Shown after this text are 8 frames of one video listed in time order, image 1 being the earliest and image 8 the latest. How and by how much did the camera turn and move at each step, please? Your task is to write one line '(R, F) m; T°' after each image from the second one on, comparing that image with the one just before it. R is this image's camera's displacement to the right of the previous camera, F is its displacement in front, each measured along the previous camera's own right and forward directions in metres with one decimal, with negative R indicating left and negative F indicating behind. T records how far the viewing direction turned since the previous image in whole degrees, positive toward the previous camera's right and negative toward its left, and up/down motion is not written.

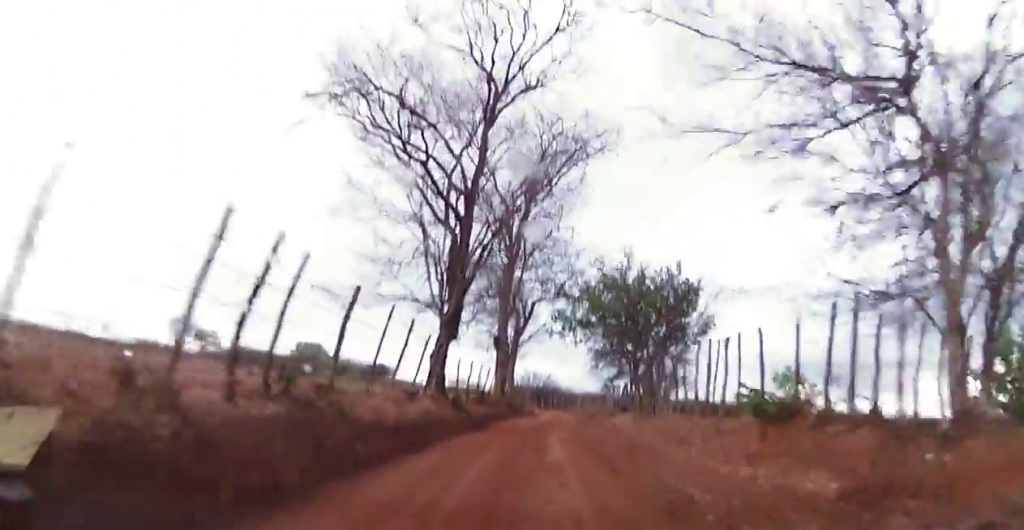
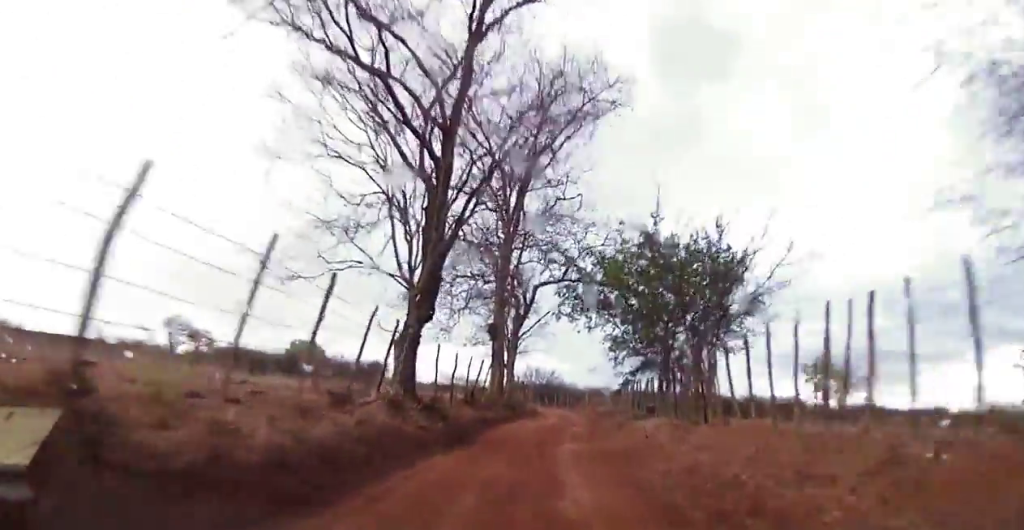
(-0.1, +5.4) m; 0°
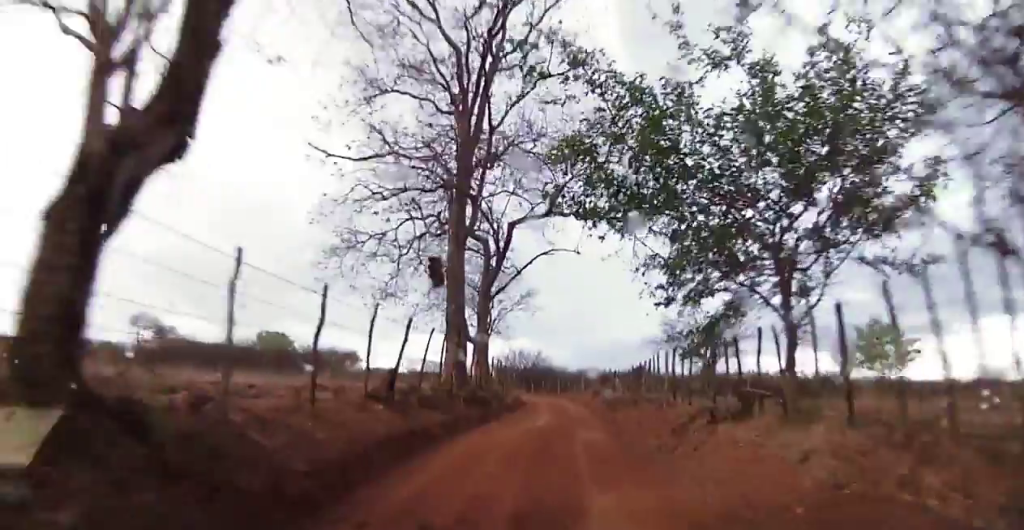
(+0.2, +10.8) m; 0°
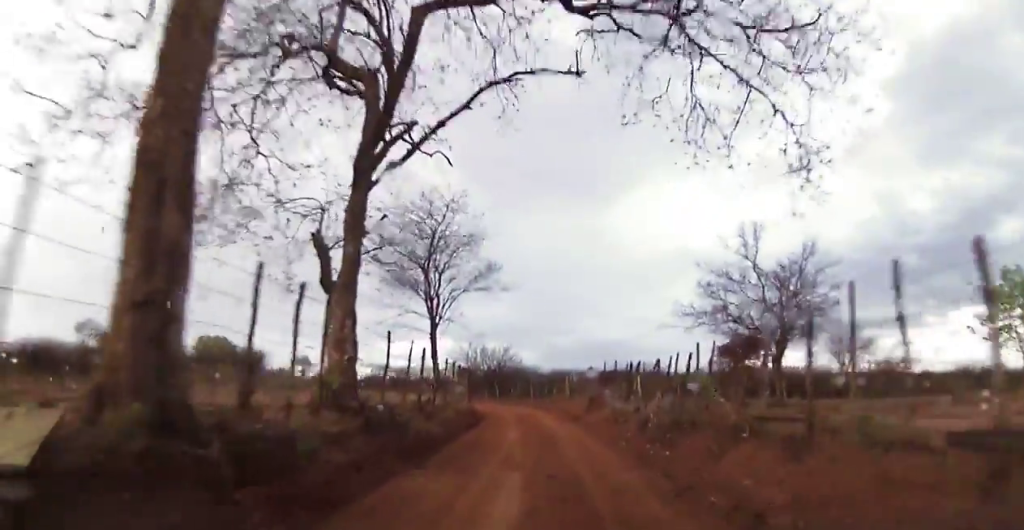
(-0.1, +15.0) m; +2°
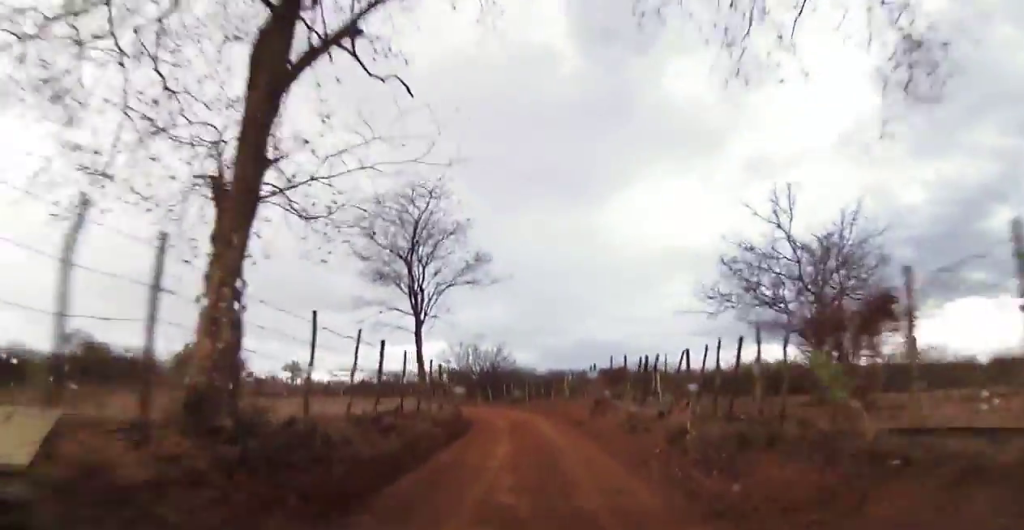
(+0.1, +3.9) m; +1°
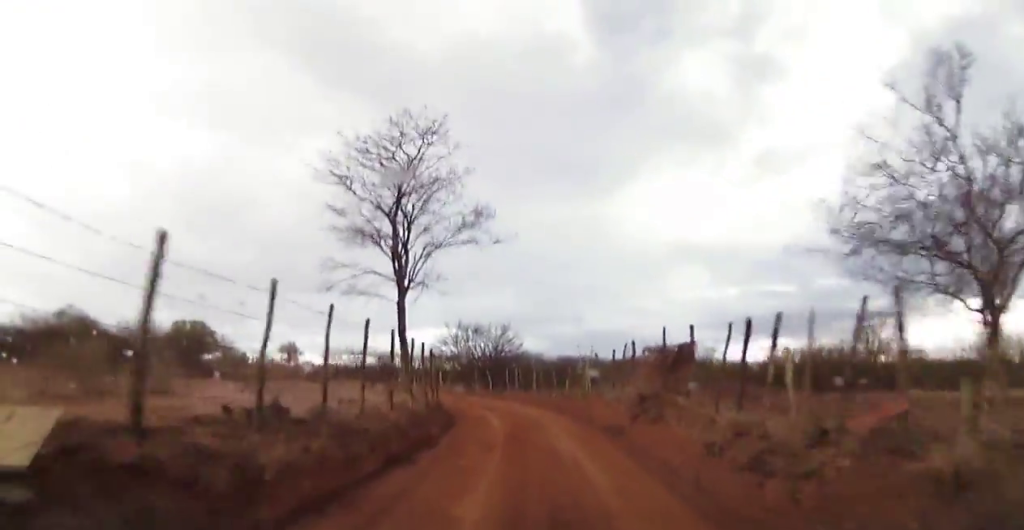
(+0.1, +8.2) m; +3°
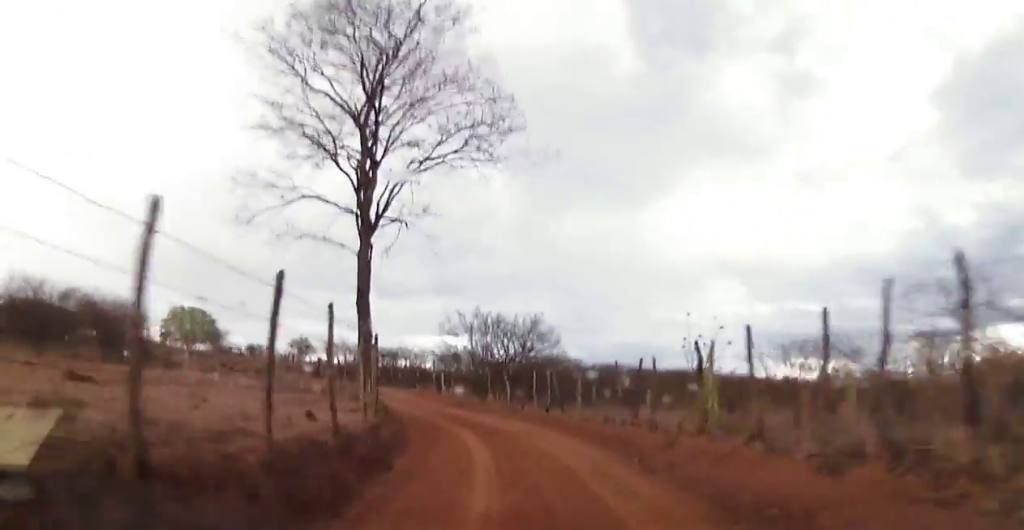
(+0.2, +13.7) m; -3°
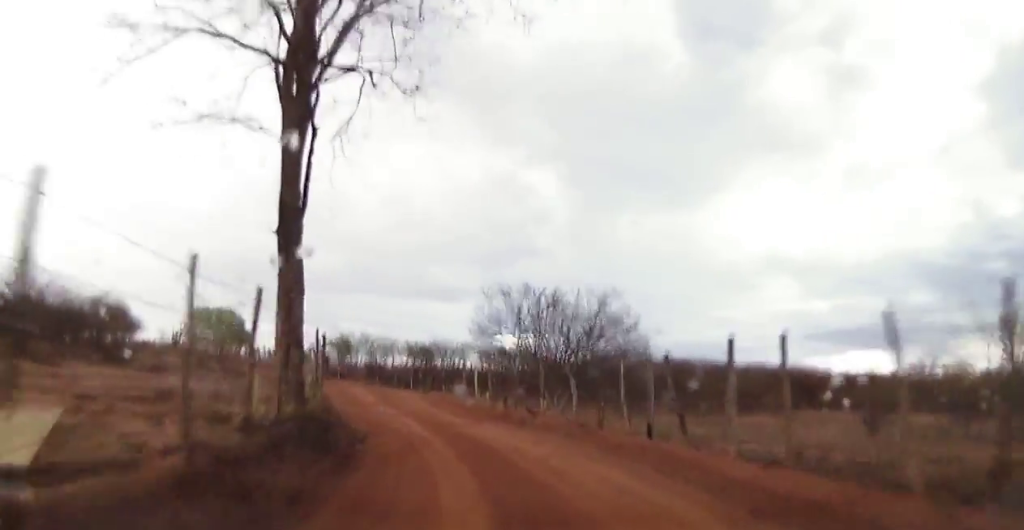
(-0.9, +10.9) m; -10°
